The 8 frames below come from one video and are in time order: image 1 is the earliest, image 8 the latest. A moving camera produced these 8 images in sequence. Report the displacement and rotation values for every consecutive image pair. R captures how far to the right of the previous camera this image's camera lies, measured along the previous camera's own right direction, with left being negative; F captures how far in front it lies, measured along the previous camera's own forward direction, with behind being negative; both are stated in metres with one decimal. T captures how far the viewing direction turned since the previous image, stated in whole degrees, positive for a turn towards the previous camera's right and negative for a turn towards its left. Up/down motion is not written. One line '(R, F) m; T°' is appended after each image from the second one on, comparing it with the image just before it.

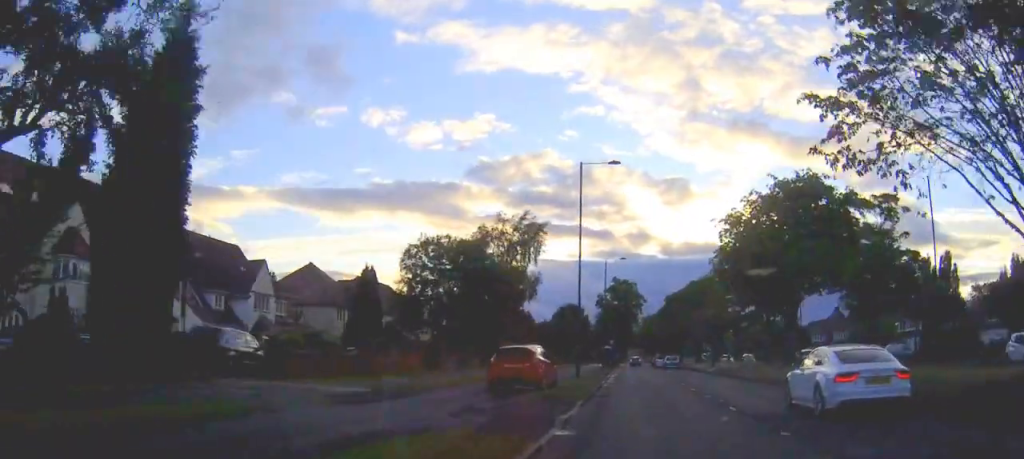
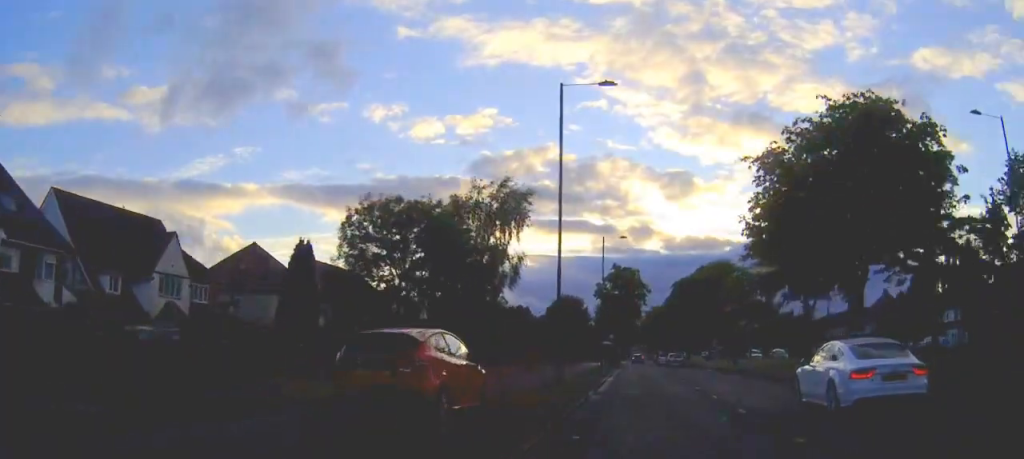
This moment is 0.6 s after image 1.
(-0.1, +11.9) m; -1°
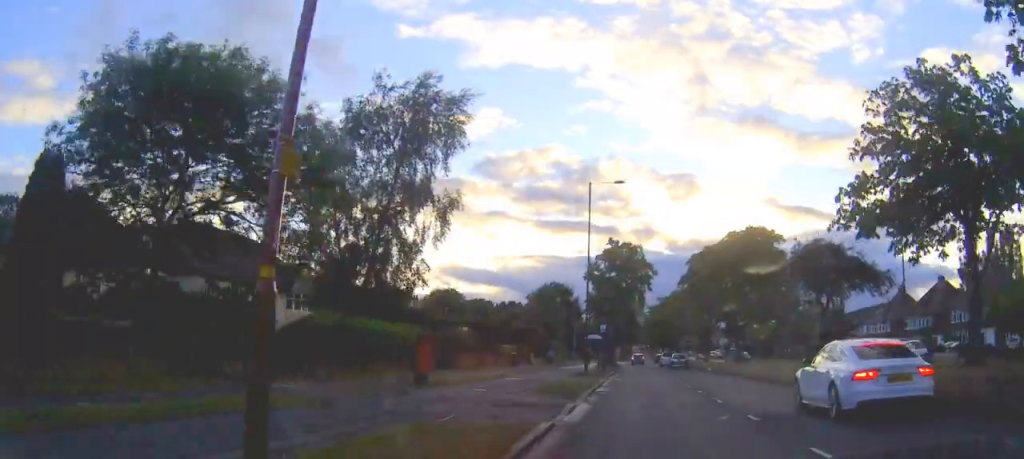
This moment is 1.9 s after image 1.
(-0.2, +23.0) m; 0°
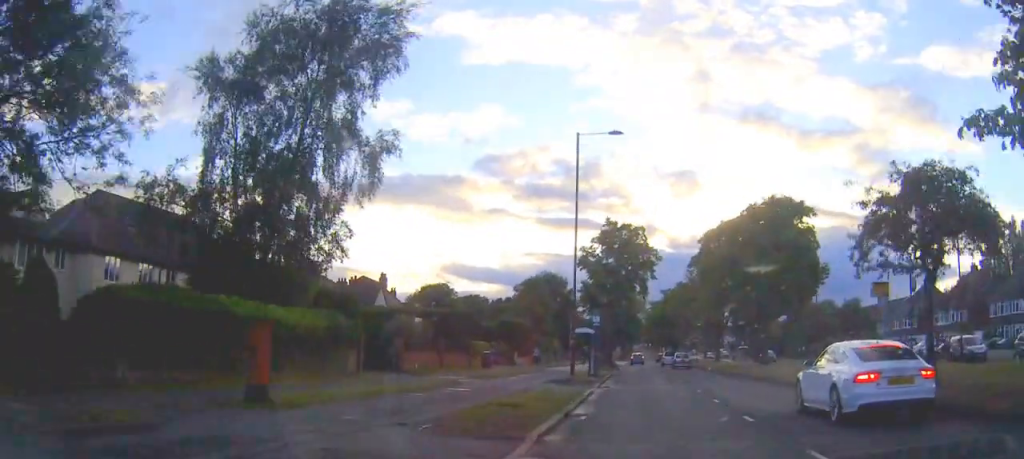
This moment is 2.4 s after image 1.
(+0.1, +10.5) m; 0°
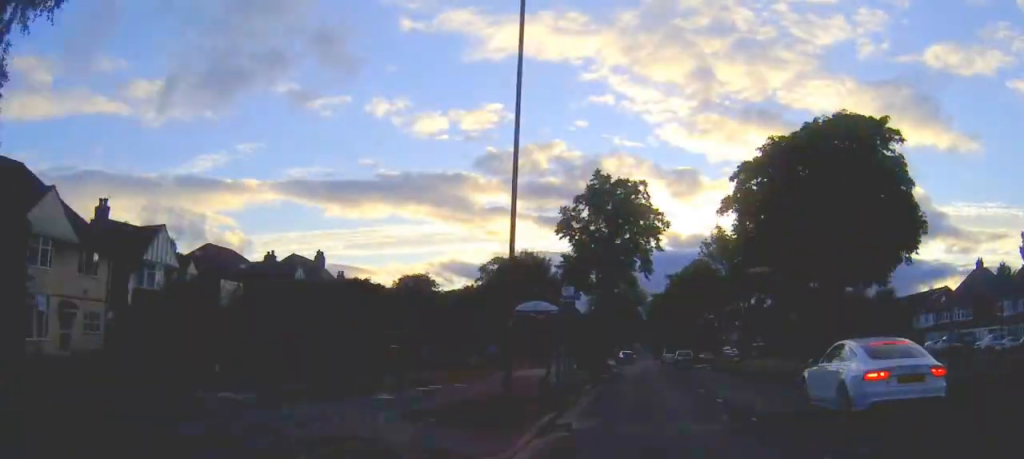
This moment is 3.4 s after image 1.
(-0.1, +17.8) m; 0°
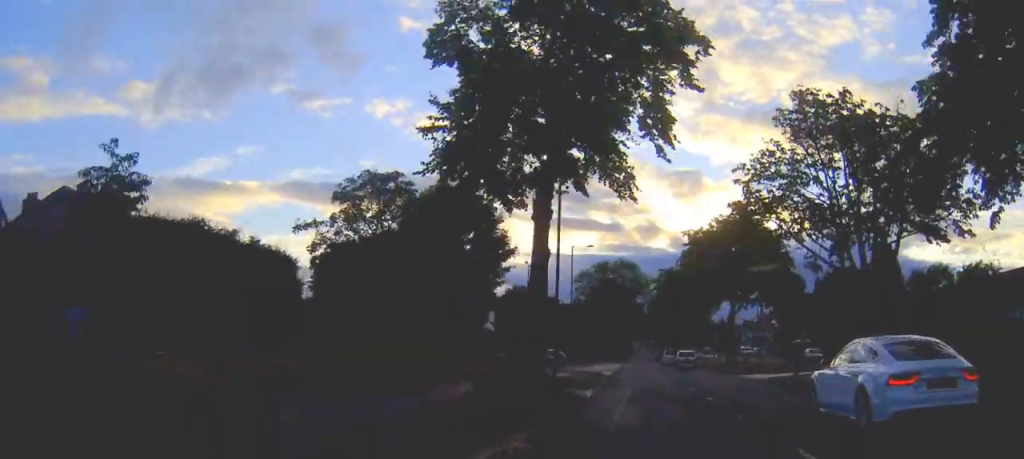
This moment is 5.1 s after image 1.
(+0.1, +31.9) m; 0°
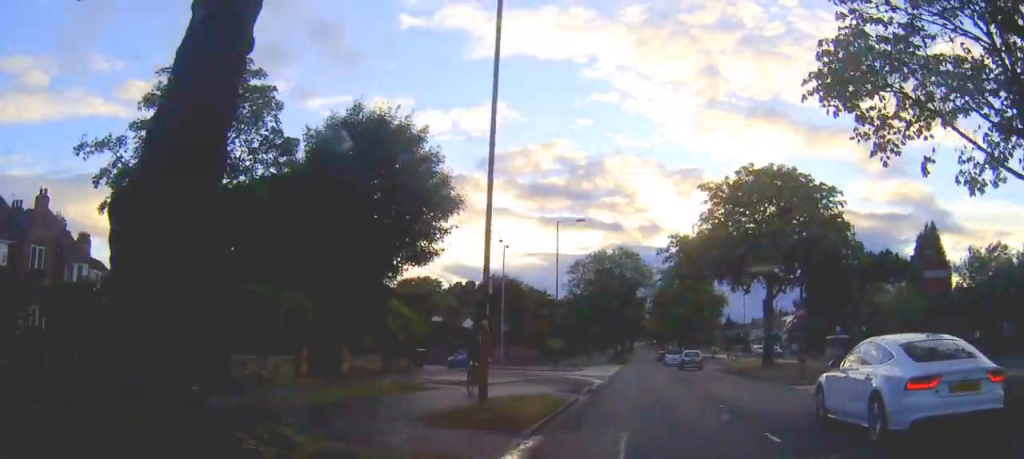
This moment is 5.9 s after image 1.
(+0.1, +14.7) m; 0°
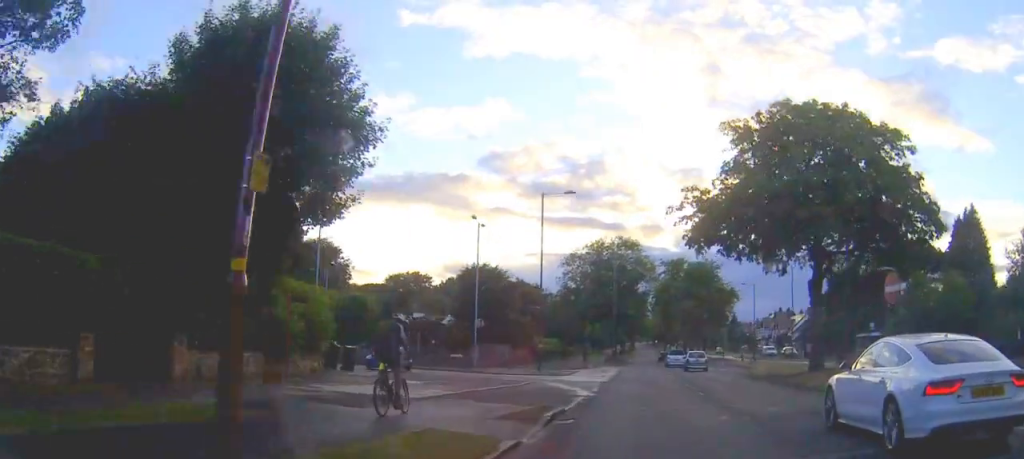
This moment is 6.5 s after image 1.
(0.0, +10.4) m; 0°
